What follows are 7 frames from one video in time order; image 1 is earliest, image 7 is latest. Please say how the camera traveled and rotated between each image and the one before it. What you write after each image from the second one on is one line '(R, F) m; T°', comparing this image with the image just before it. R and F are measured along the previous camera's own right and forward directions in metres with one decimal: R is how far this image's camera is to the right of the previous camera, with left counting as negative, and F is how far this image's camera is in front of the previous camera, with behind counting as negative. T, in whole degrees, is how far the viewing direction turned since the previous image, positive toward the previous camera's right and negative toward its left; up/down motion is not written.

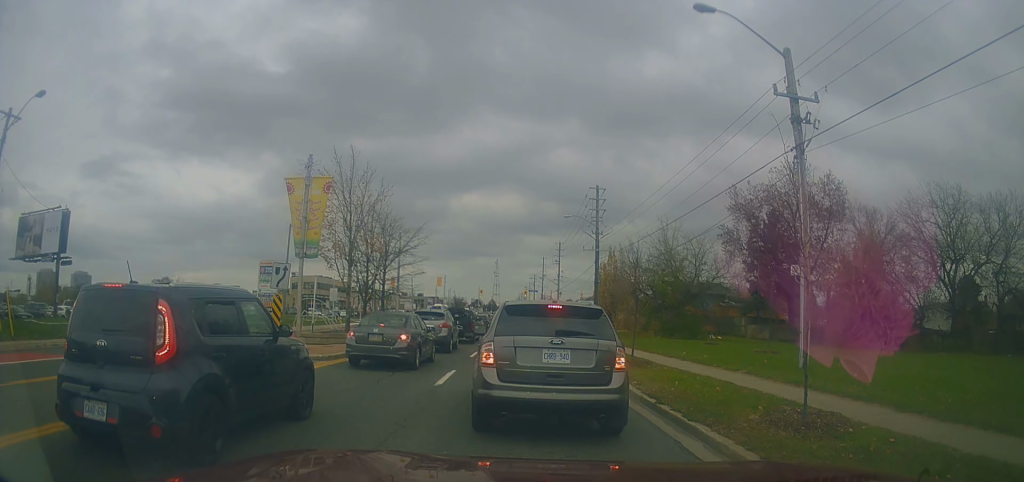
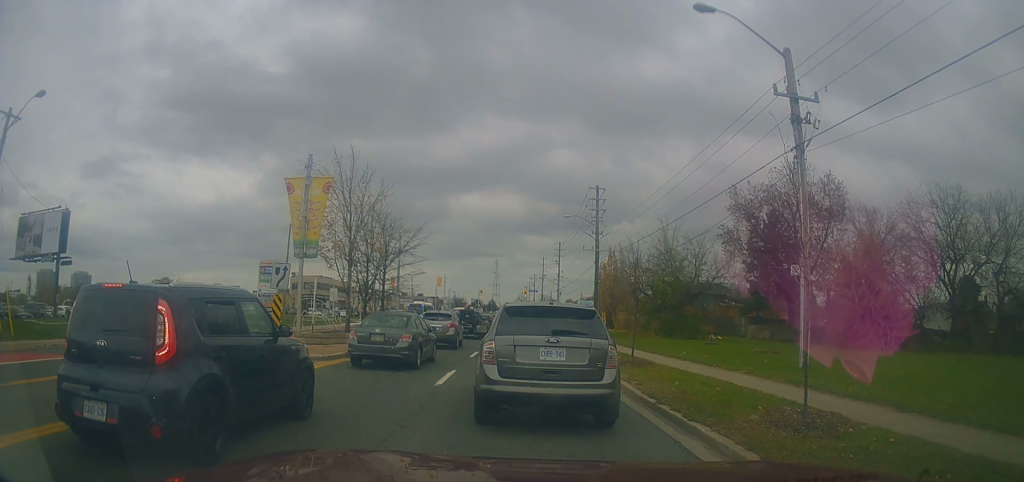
(0.0, 0.0) m; 0°
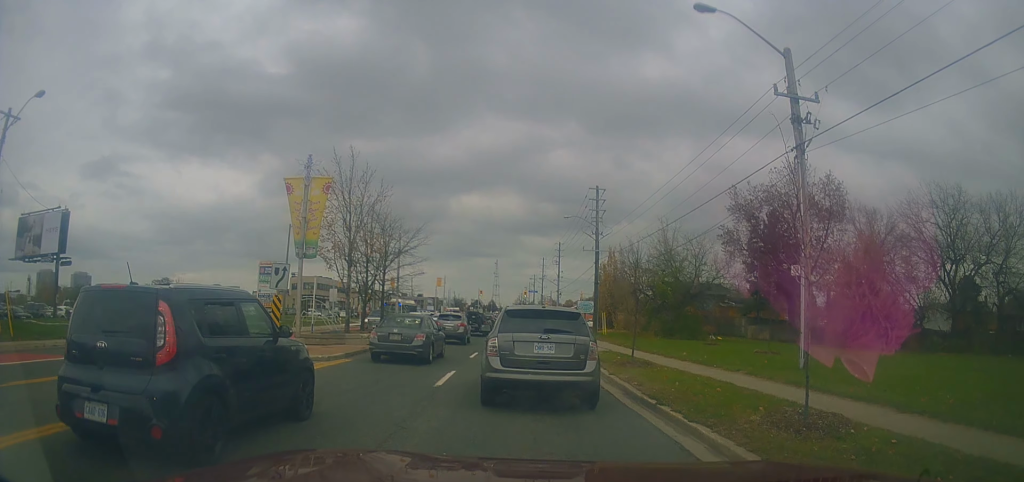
(0.0, 0.0) m; 0°
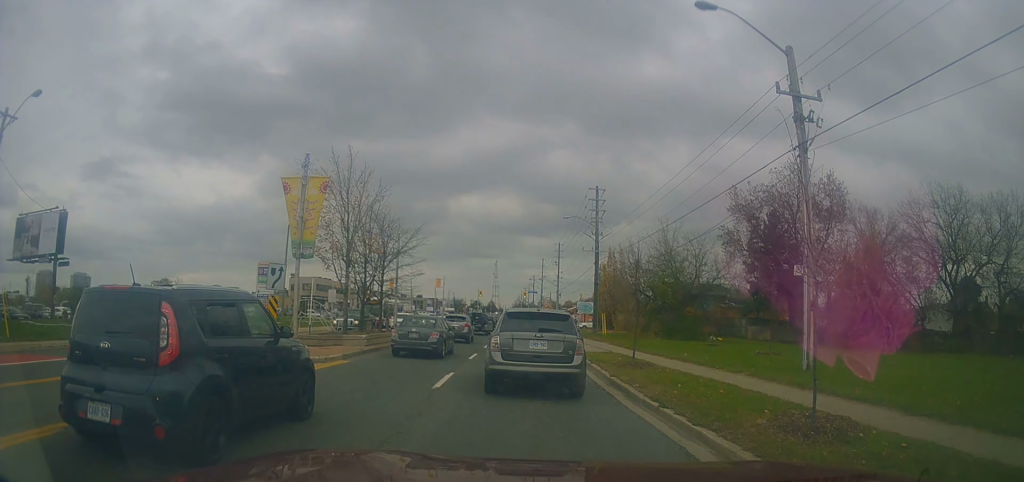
(0.0, 0.0) m; 0°
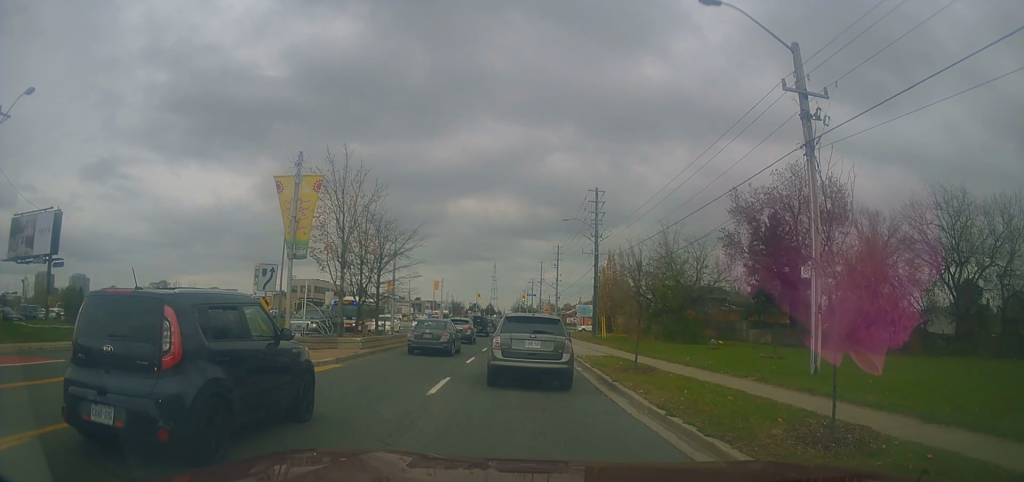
(-0.2, +0.4) m; 0°
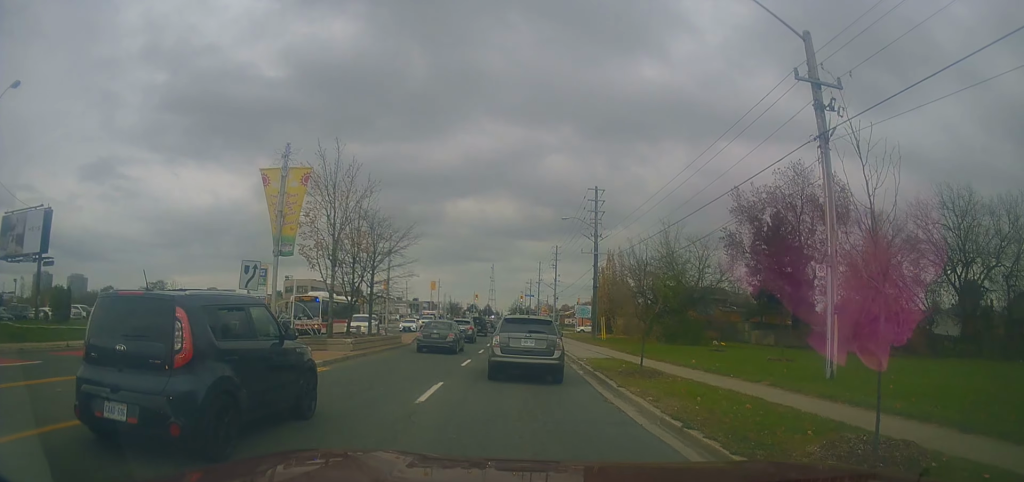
(-0.1, +0.6) m; 0°
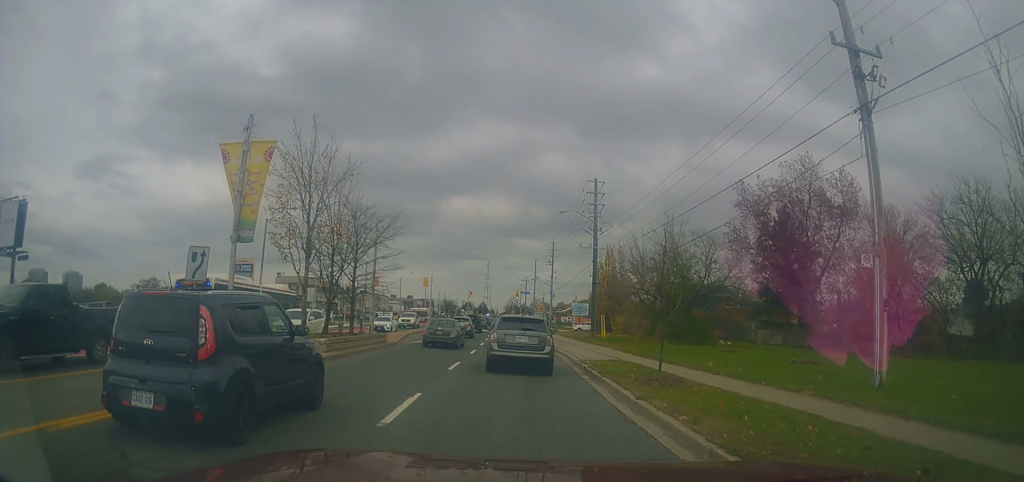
(+0.1, +1.6) m; -1°
